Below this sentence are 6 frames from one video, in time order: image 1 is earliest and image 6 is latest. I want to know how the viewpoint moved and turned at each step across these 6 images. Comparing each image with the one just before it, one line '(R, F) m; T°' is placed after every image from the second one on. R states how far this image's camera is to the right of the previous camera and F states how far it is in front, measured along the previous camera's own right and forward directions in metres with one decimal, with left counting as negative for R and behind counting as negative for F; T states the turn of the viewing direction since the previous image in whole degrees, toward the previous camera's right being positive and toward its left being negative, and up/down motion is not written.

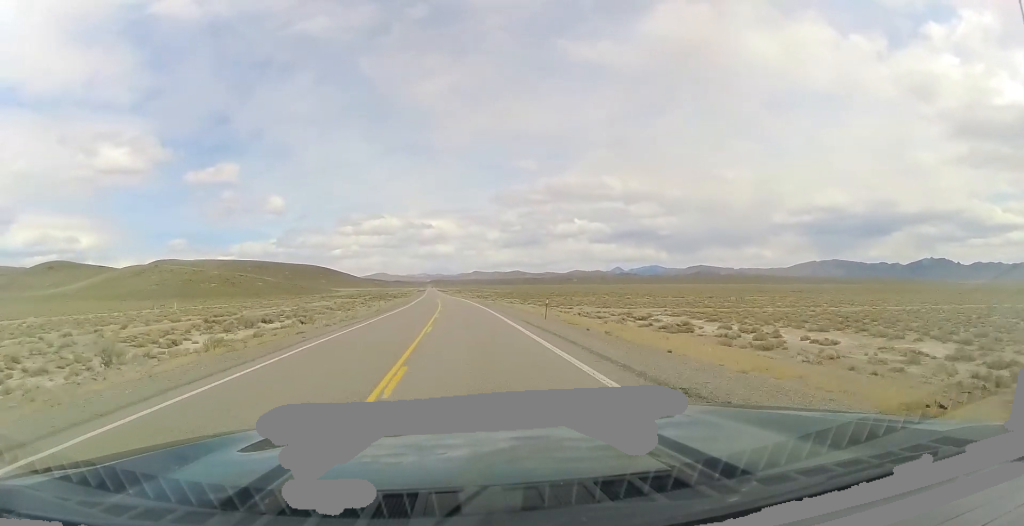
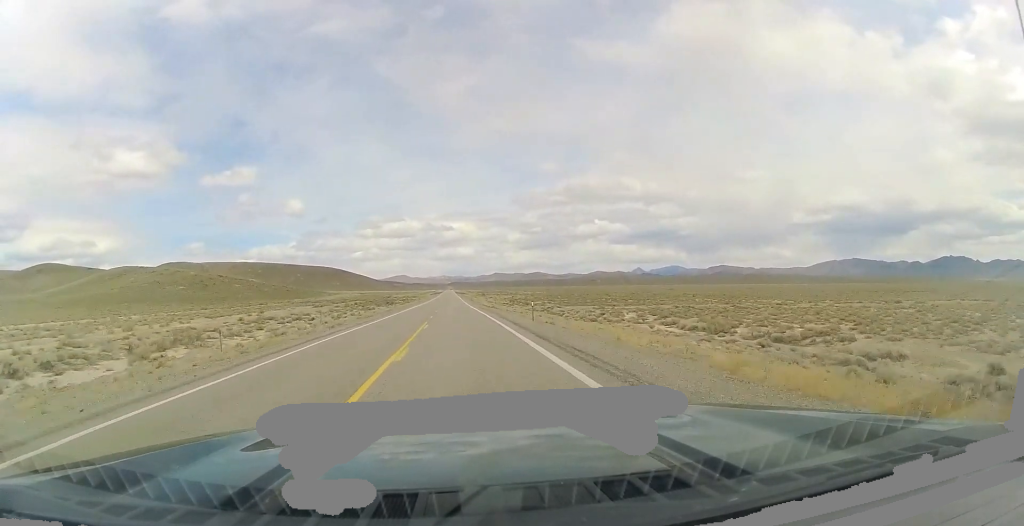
(+0.2, +68.3) m; -2°
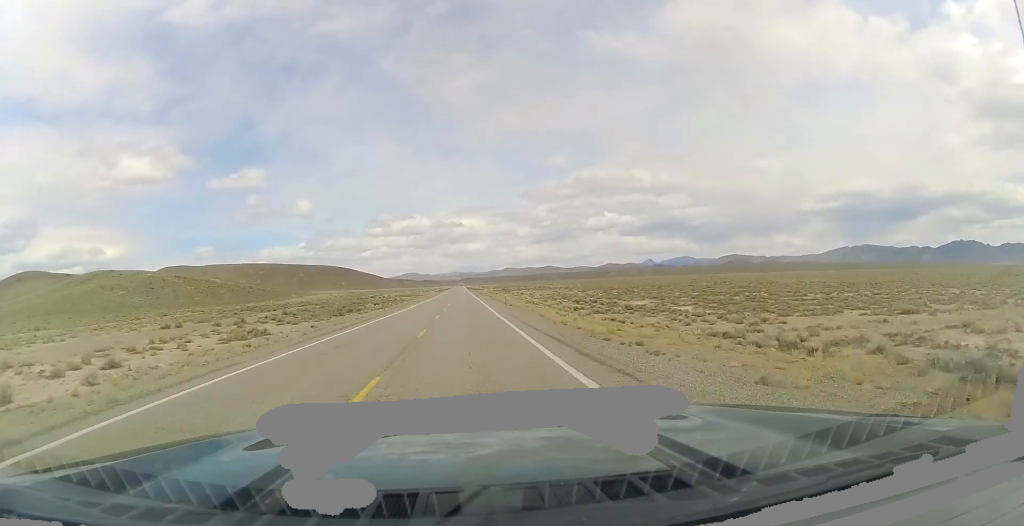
(-3.3, +67.1) m; -3°
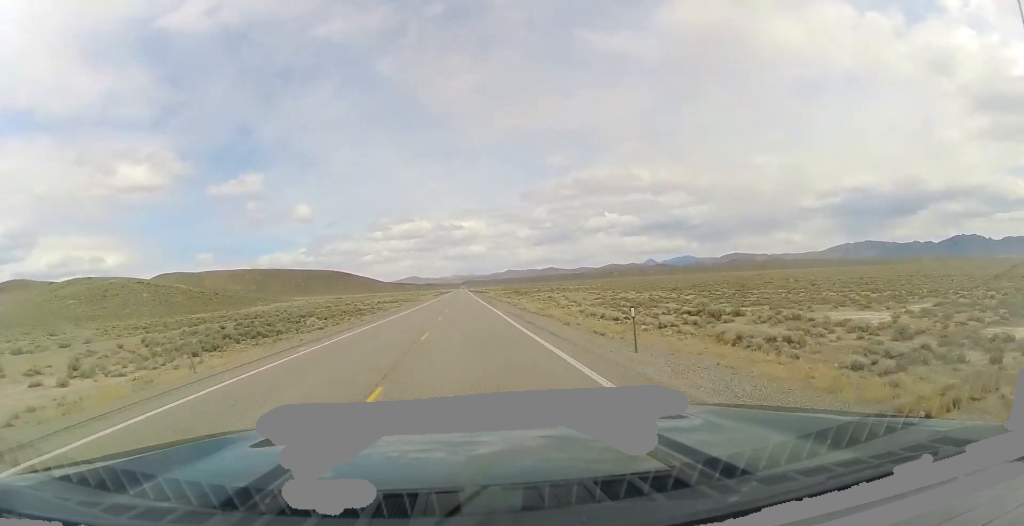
(0.0, +37.9) m; 0°
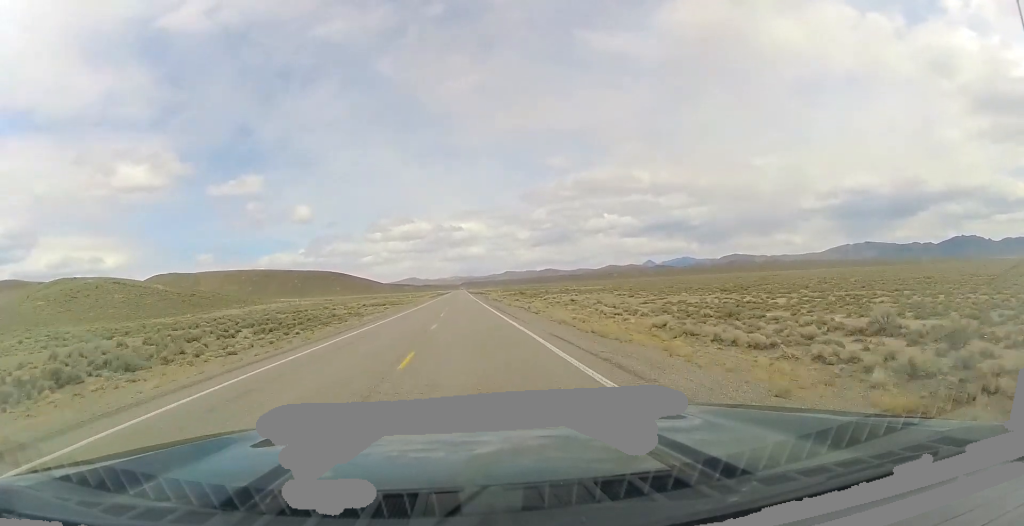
(0.0, +19.0) m; +1°
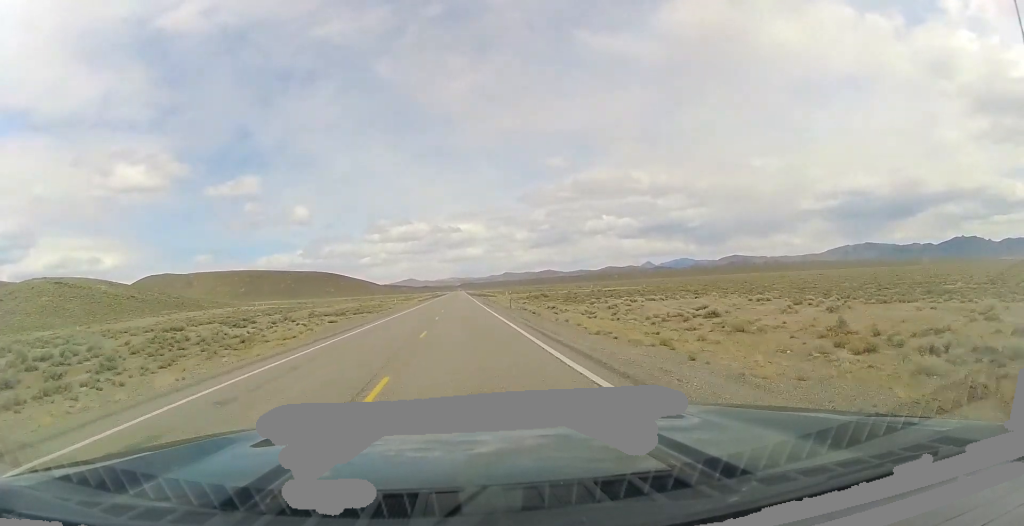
(+0.5, +40.4) m; +1°
